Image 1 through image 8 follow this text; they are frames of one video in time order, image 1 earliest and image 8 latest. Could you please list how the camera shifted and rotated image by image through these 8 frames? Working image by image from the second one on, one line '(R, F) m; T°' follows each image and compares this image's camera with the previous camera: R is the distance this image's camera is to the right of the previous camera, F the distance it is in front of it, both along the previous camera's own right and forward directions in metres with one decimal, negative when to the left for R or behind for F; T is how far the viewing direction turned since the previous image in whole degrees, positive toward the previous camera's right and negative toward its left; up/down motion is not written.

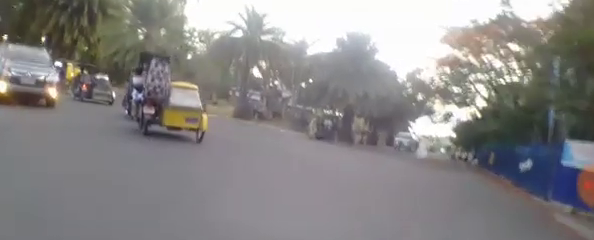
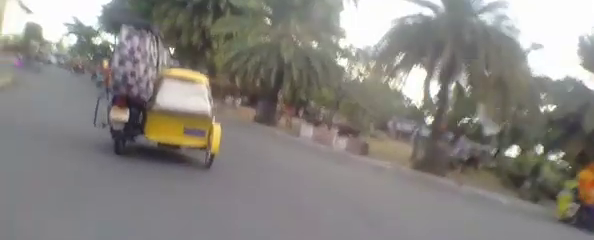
(-0.4, +7.4) m; -16°
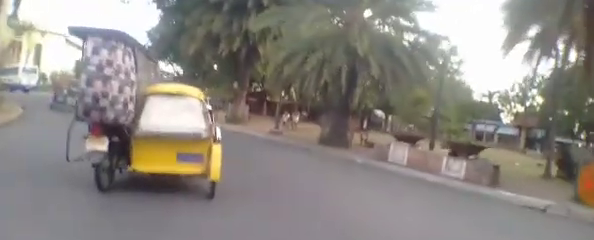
(-0.4, +3.2) m; -15°
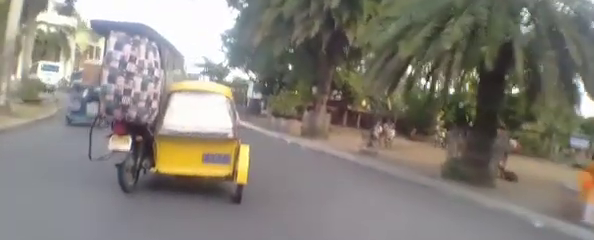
(-0.4, +3.3) m; -9°
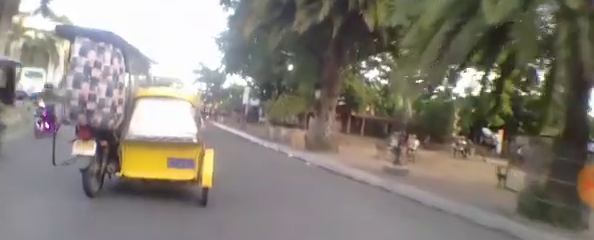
(0.0, +2.1) m; -2°
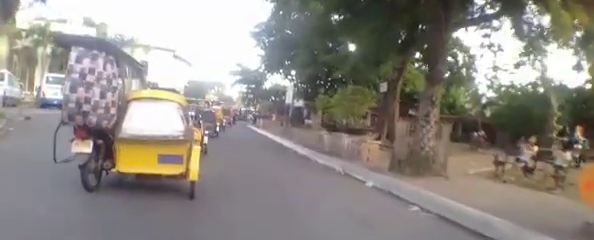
(-0.1, +4.2) m; -8°
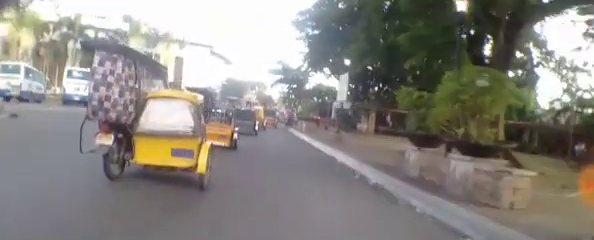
(-0.3, +3.9) m; +1°
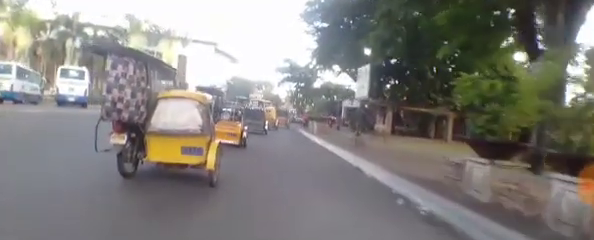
(+0.2, +2.1) m; 0°
